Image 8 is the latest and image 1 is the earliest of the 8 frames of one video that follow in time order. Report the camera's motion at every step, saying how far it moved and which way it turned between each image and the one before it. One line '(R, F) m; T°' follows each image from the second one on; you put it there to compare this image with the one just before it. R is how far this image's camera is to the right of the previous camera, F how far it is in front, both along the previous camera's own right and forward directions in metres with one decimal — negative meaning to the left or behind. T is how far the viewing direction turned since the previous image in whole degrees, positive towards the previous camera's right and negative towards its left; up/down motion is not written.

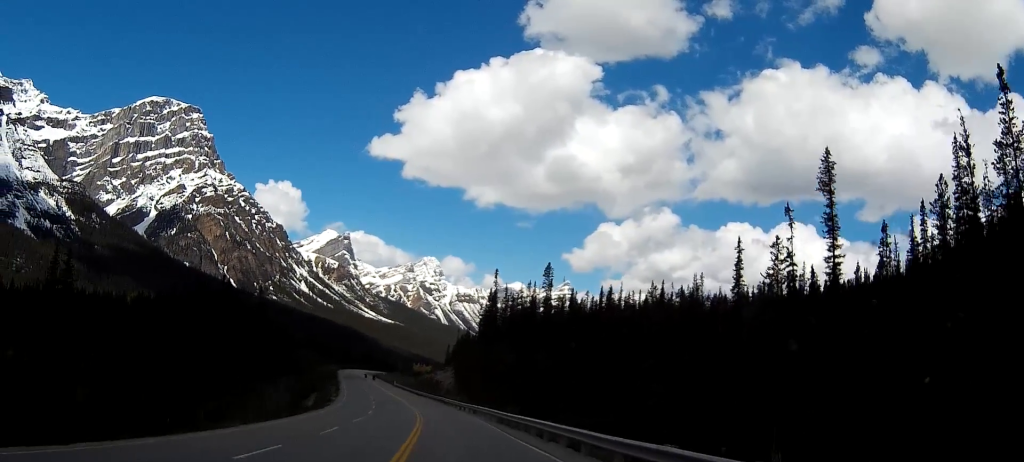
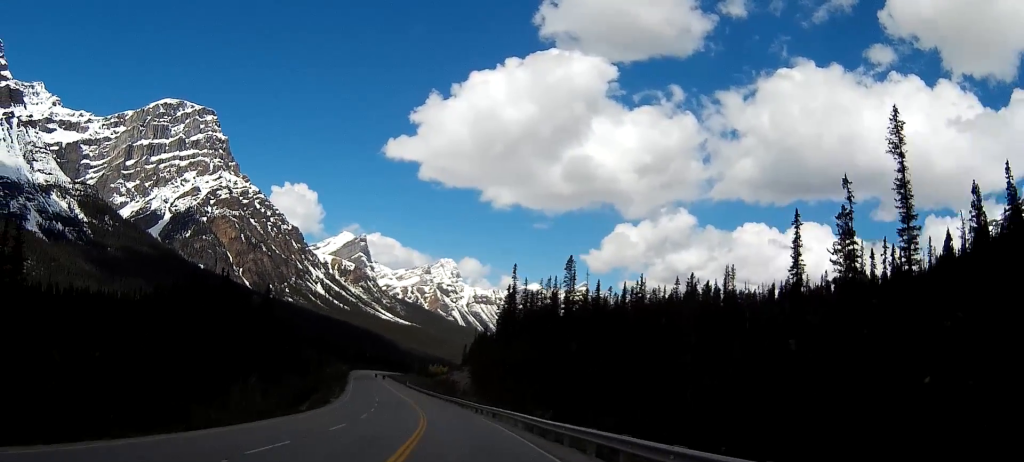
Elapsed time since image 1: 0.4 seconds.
(-0.2, +11.8) m; -1°
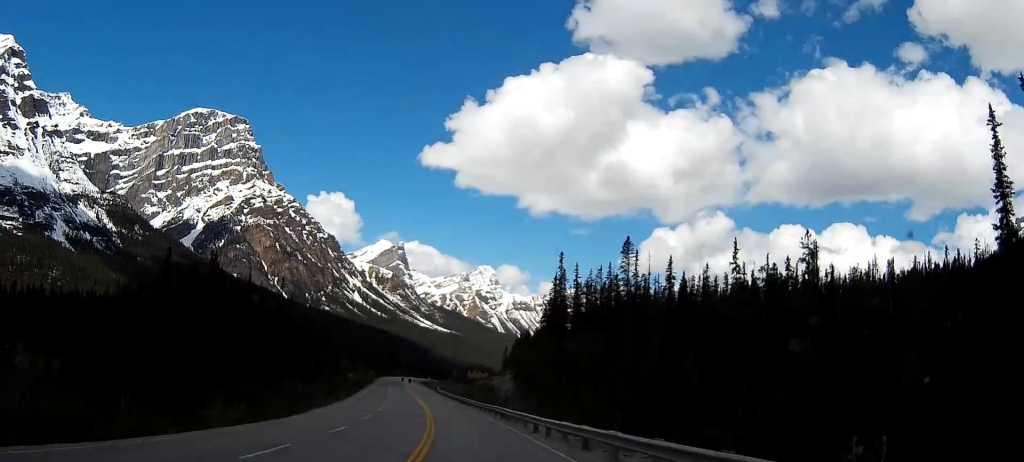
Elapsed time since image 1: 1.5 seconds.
(-0.6, +28.0) m; -3°
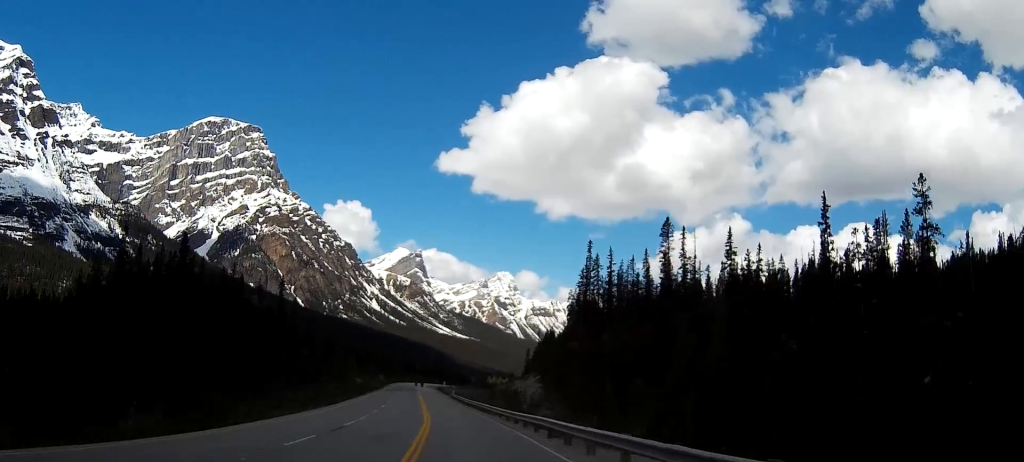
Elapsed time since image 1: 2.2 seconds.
(-0.4, +20.7) m; -2°
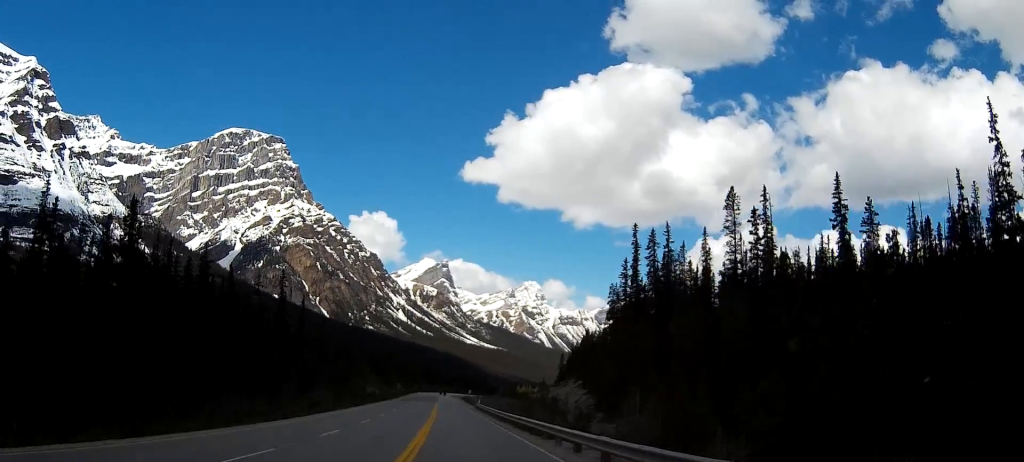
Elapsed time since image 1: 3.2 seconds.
(-0.7, +25.3) m; -3°
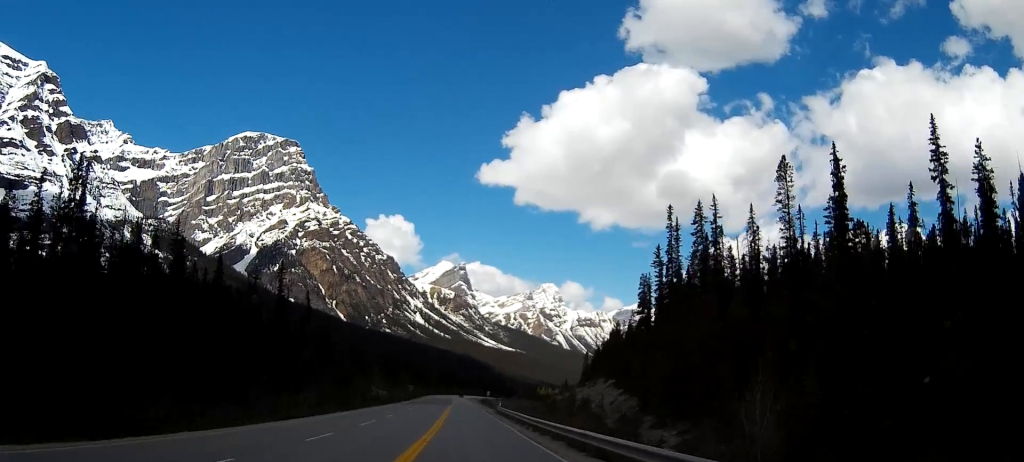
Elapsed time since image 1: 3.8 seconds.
(-0.4, +16.3) m; -1°
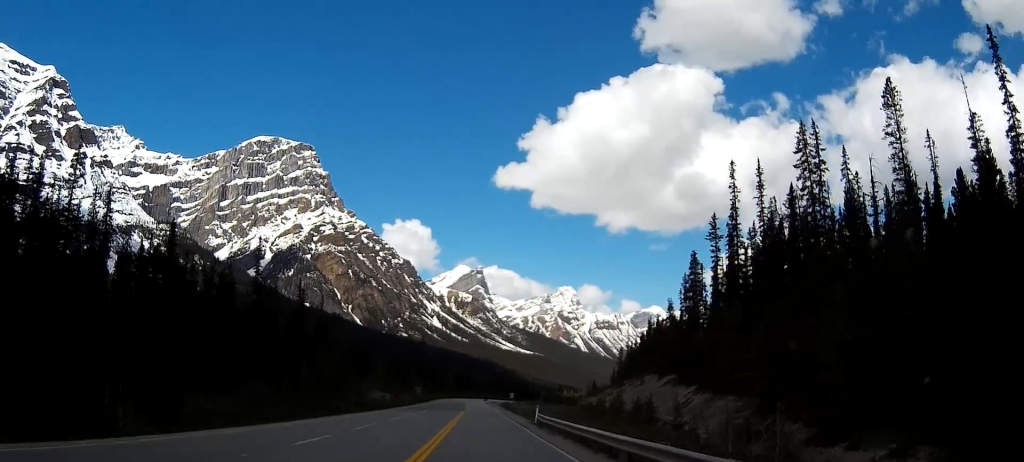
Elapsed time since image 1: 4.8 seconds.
(-0.3, +28.9) m; -1°
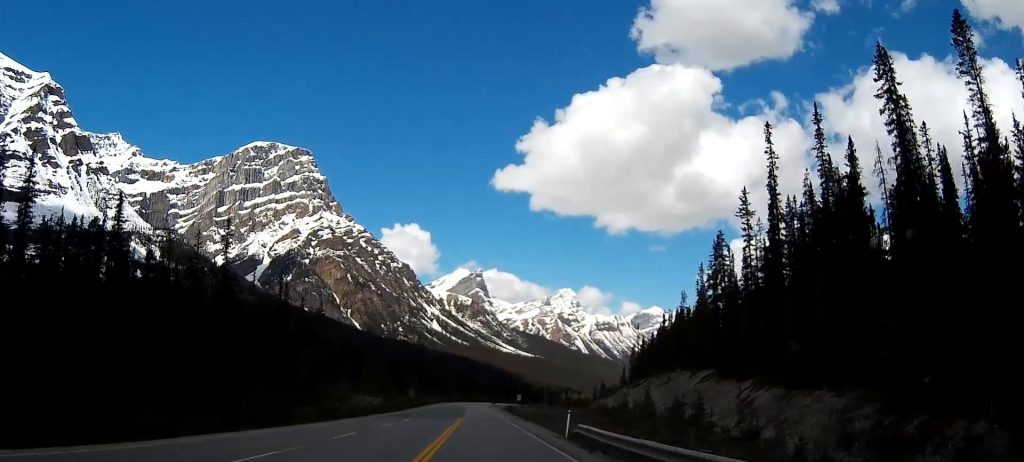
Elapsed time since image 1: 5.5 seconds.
(0.0, +17.1) m; 0°
